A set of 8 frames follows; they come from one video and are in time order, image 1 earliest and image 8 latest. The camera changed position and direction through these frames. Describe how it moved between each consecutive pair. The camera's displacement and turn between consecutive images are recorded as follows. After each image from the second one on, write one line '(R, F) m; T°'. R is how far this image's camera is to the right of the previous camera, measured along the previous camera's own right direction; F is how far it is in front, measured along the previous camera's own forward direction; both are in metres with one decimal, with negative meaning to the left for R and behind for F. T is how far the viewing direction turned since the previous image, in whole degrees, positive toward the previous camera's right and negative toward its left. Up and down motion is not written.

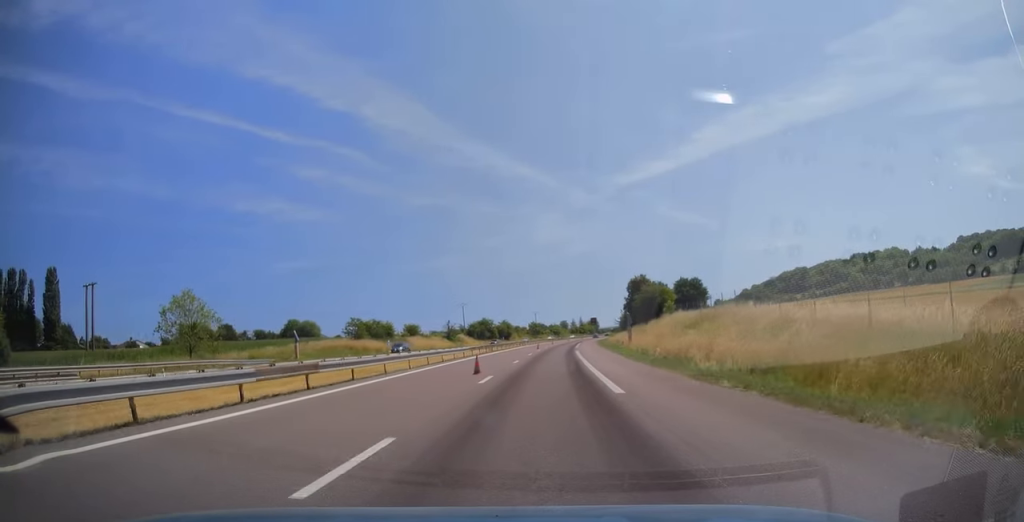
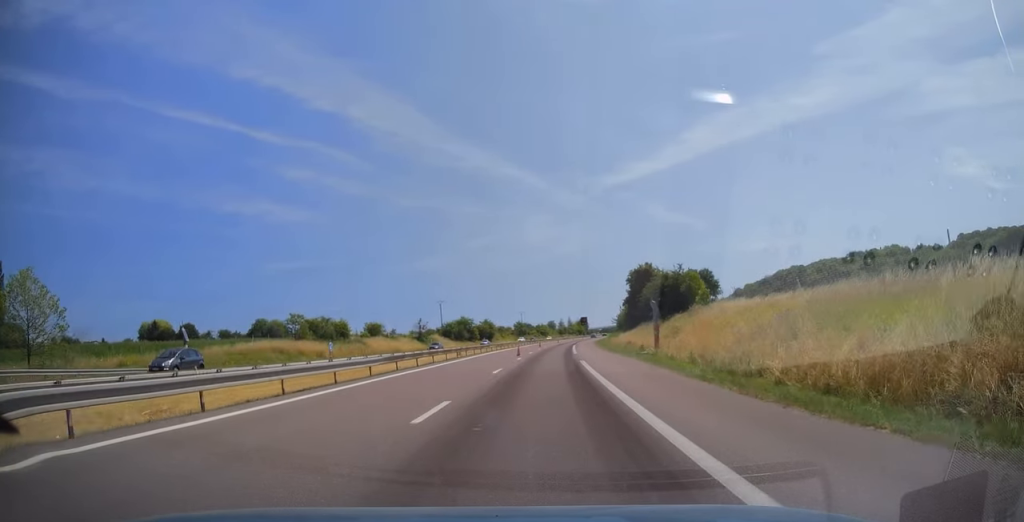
(+0.1, +21.6) m; +1°
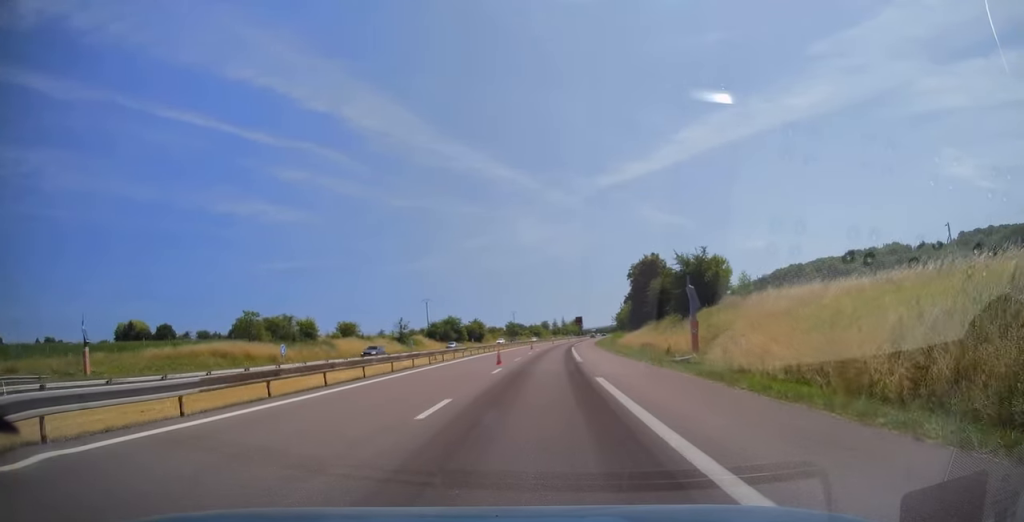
(+0.1, +12.5) m; 0°
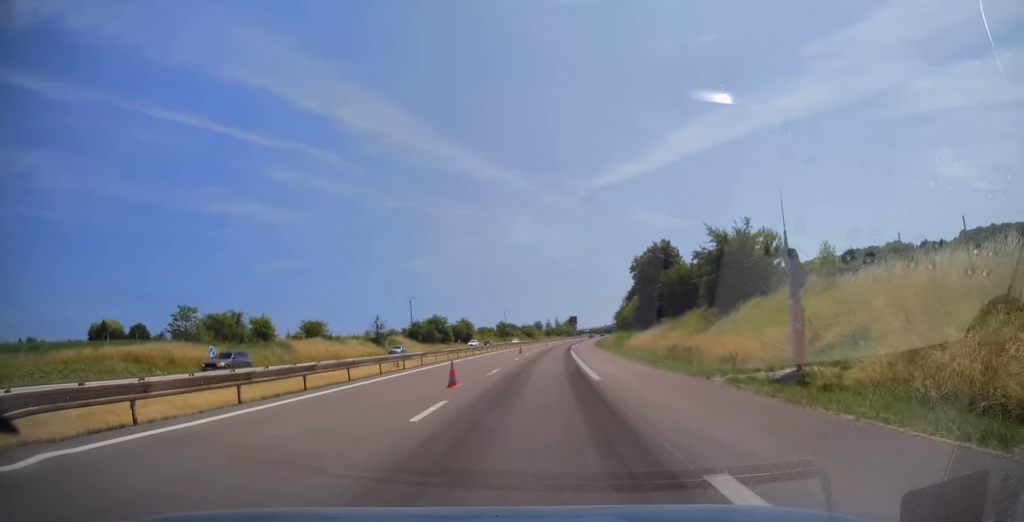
(+0.1, +13.4) m; +1°
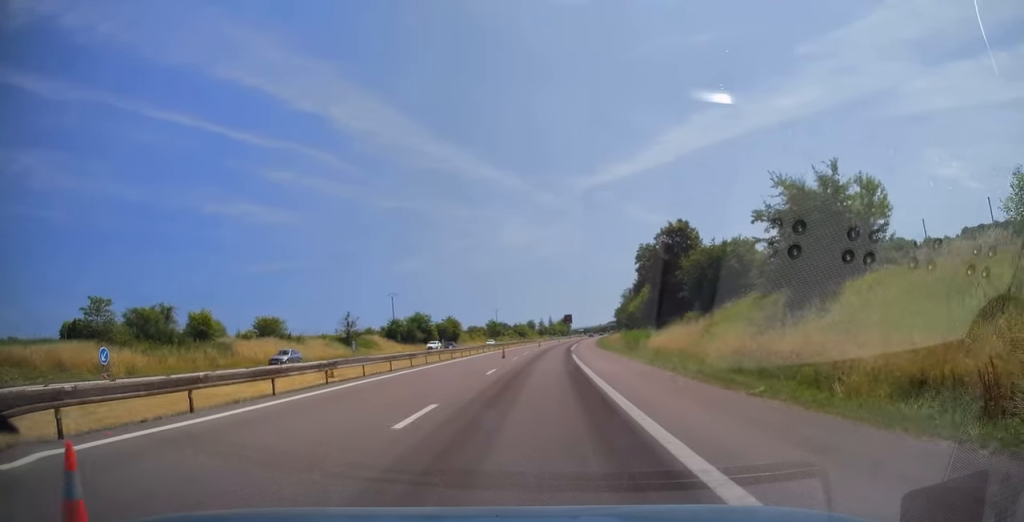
(-0.1, +13.8) m; +1°
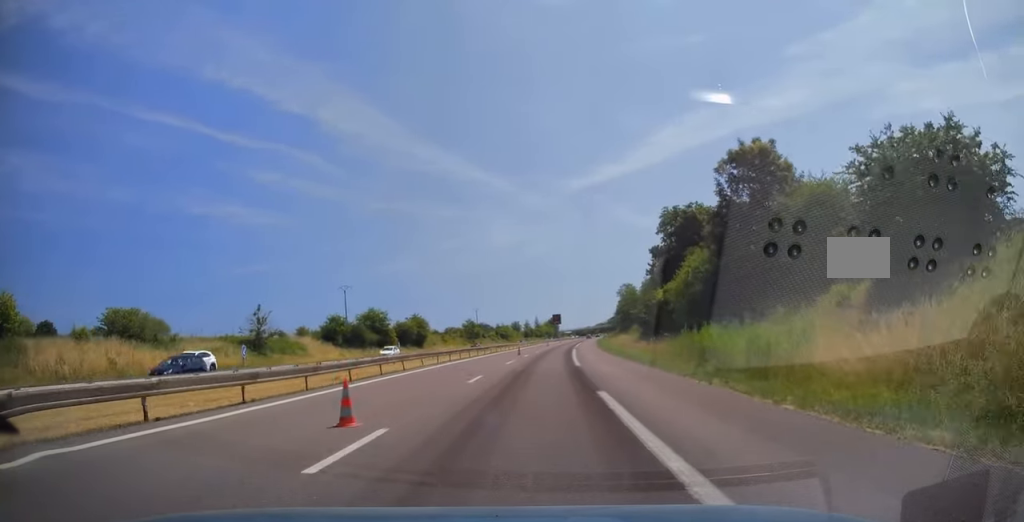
(+0.4, +29.0) m; +1°
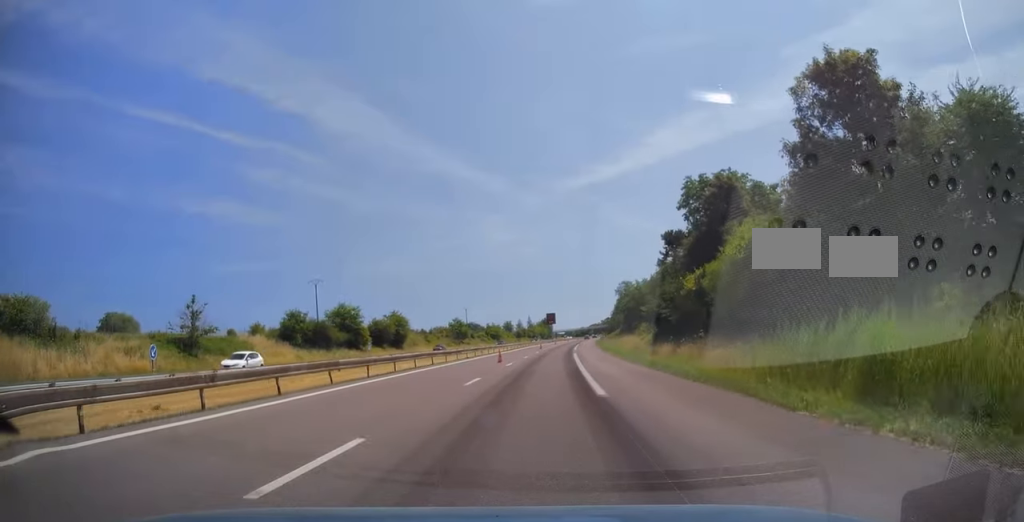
(0.0, +13.8) m; +1°
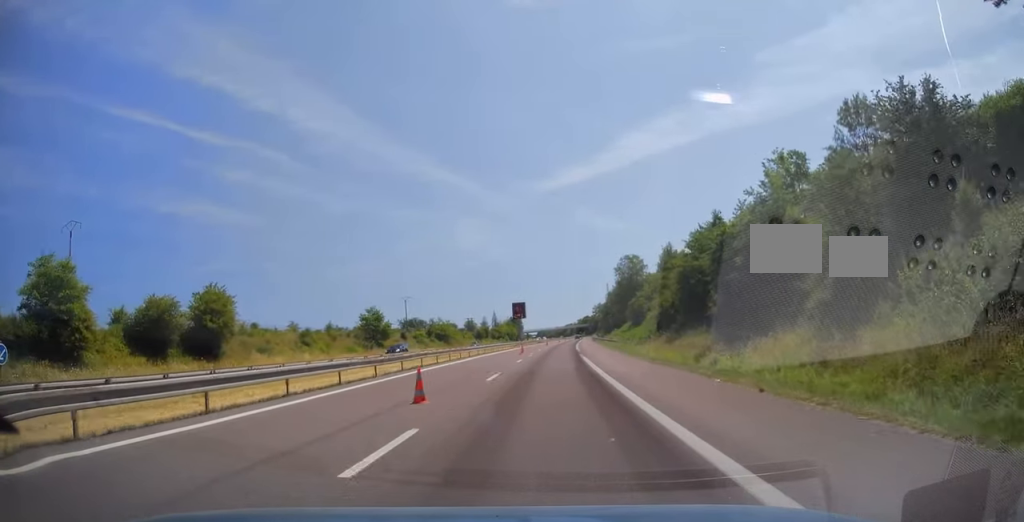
(+2.1, +64.1) m; +4°
